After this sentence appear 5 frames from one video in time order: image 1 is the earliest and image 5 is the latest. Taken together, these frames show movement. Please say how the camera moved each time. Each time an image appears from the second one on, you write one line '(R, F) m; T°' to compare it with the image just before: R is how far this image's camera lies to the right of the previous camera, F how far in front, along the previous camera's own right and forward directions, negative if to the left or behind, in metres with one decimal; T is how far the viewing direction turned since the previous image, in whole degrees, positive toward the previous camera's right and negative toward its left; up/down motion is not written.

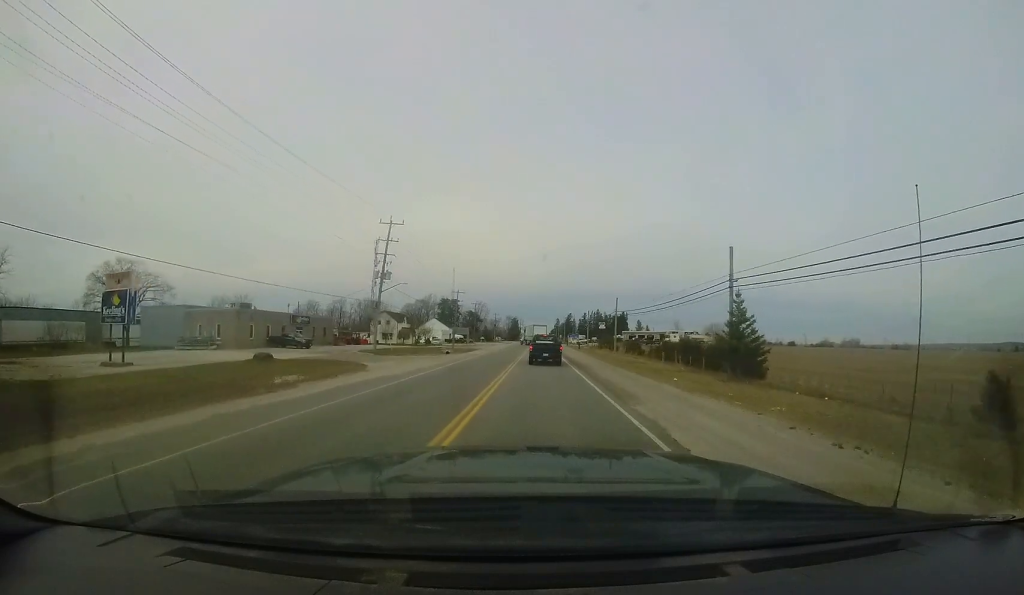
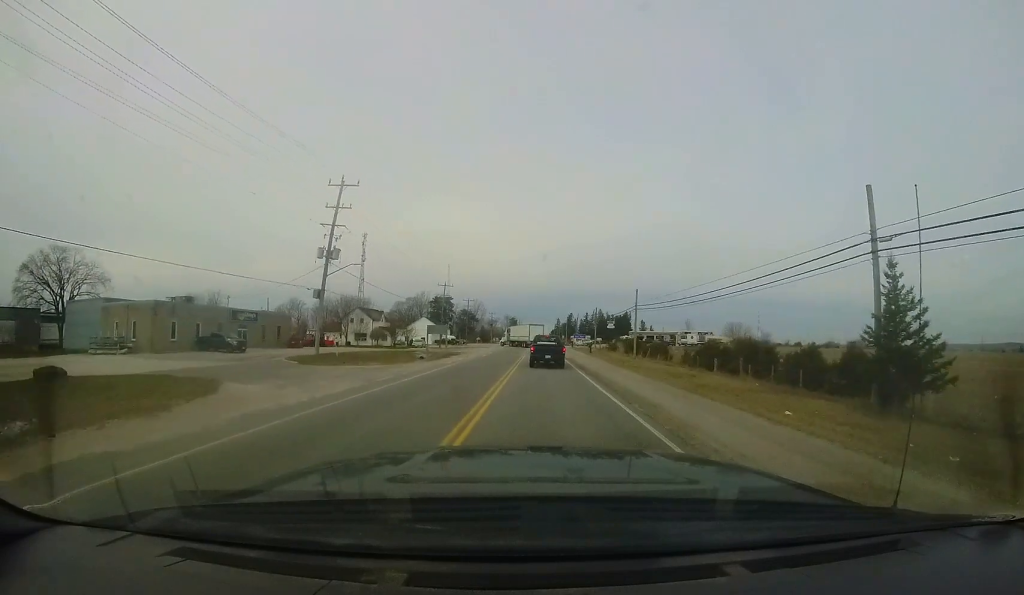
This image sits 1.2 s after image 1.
(+0.2, +11.7) m; 0°
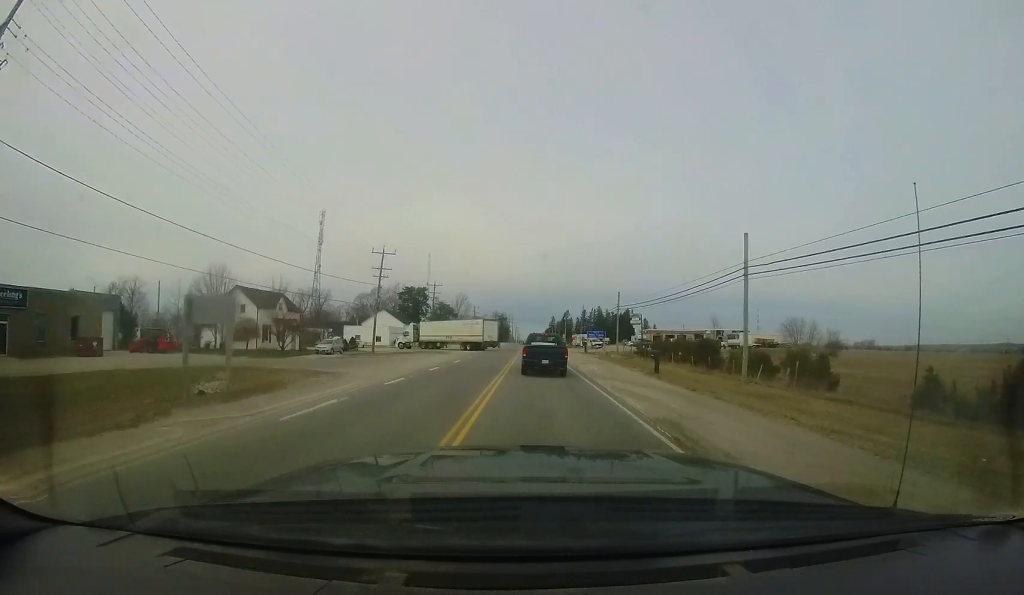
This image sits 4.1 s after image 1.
(-0.3, +27.7) m; +1°
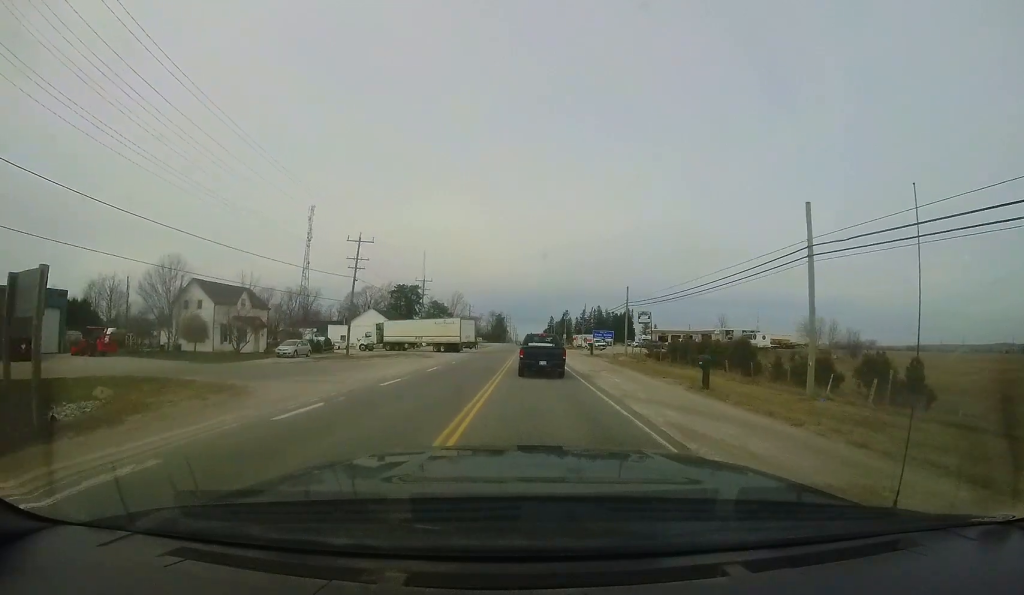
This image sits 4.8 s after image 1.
(0.0, +5.9) m; -2°
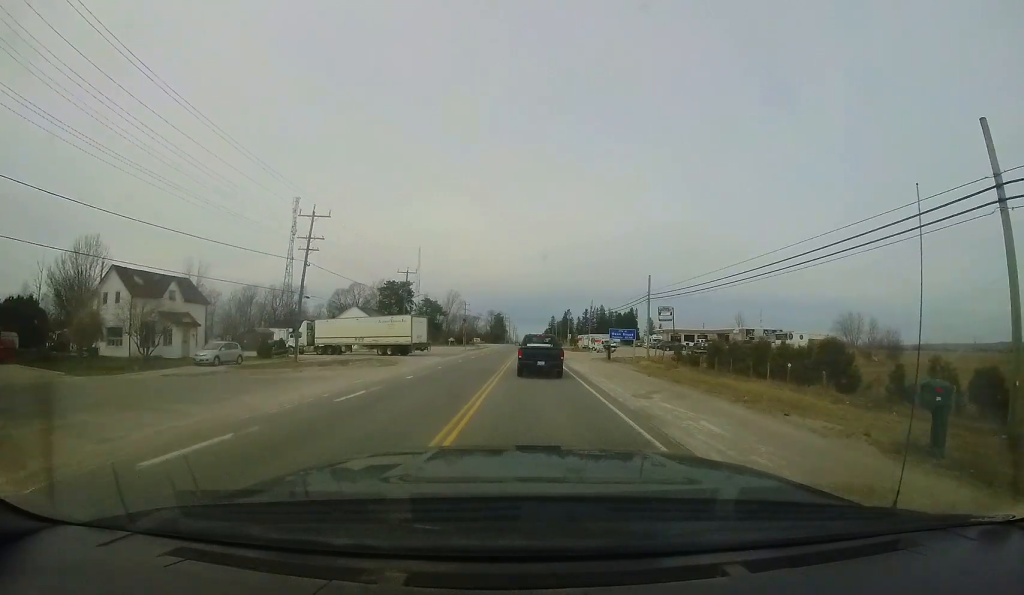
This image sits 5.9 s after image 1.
(-0.3, +9.1) m; -3°
